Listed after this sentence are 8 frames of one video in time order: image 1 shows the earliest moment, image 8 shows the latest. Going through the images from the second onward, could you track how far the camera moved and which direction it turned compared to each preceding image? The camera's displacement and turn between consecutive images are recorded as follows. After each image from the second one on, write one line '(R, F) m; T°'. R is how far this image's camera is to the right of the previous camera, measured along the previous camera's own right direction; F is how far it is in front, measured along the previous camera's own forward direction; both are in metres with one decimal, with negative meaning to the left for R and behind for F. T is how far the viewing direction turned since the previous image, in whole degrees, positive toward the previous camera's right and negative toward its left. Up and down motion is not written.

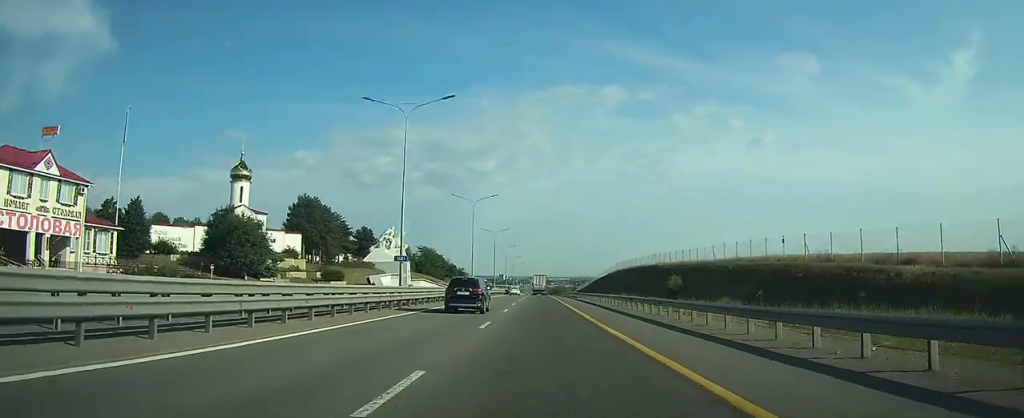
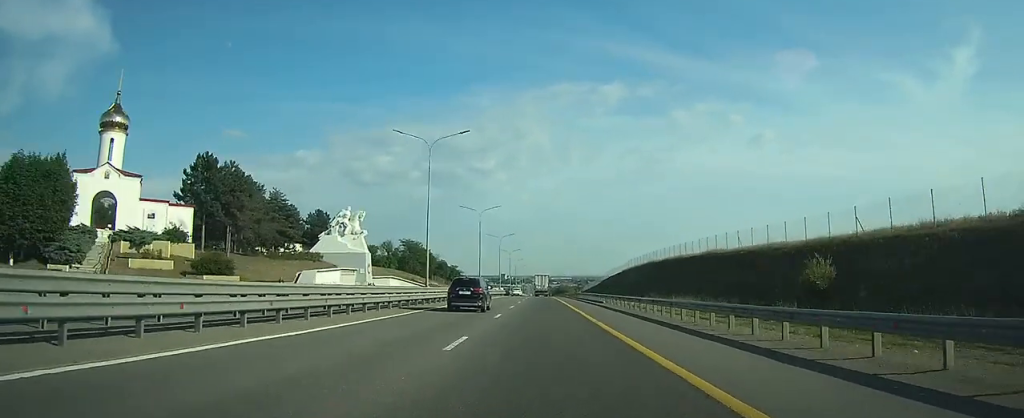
(+0.1, +30.4) m; 0°
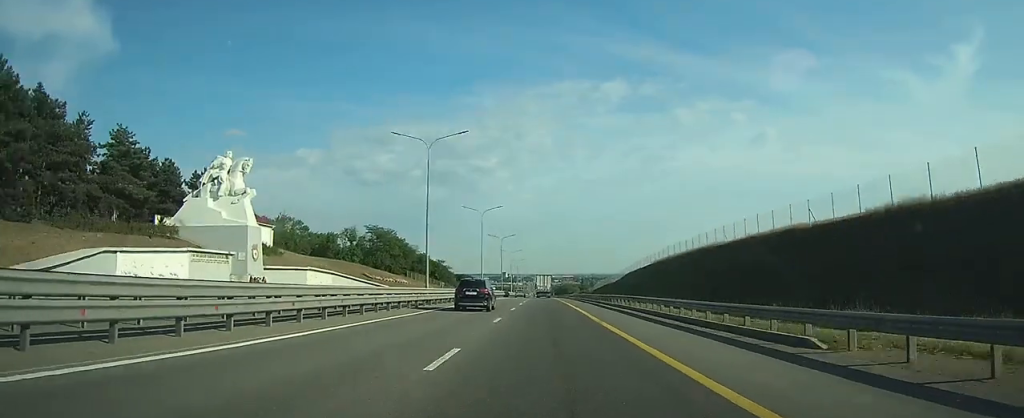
(+0.1, +38.9) m; 0°
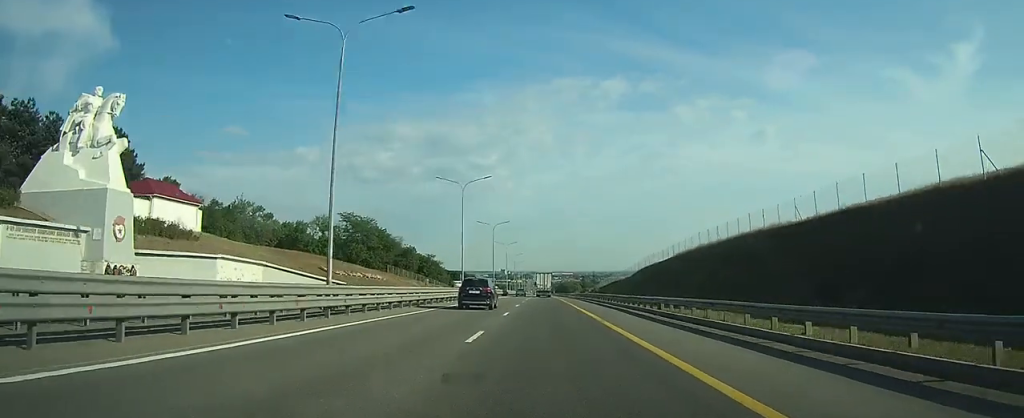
(0.0, +20.0) m; 0°
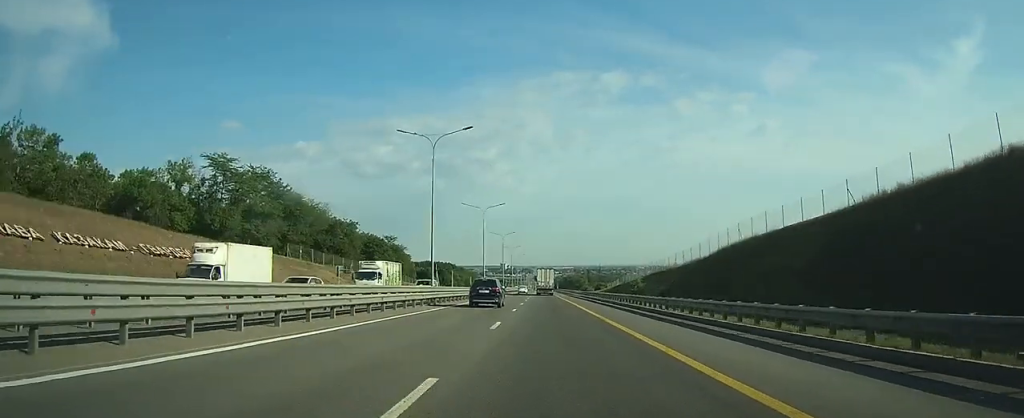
(-0.1, +56.6) m; 0°
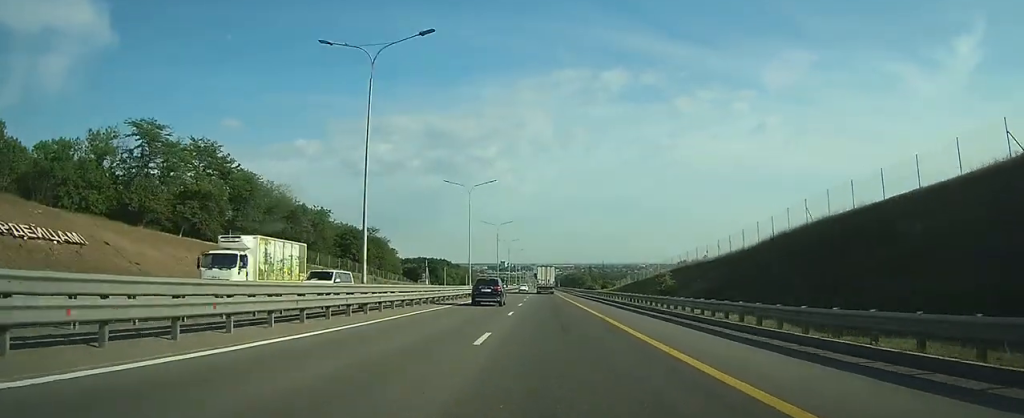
(0.0, +16.6) m; 0°
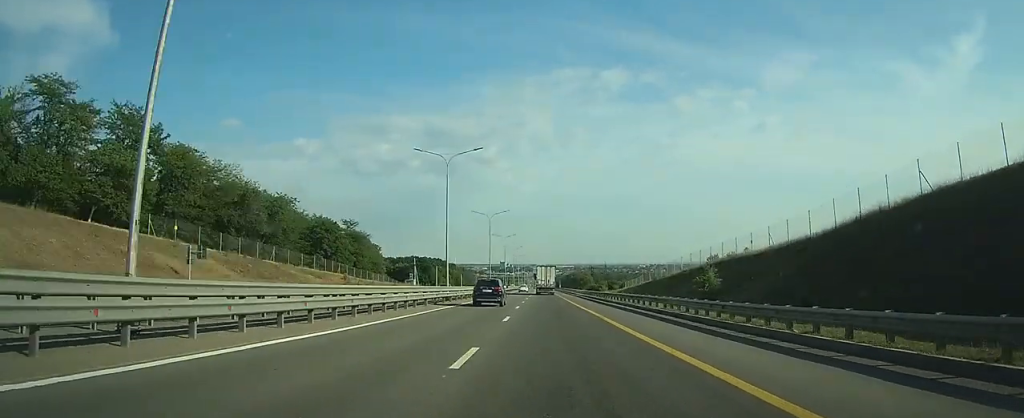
(0.0, +15.6) m; 0°
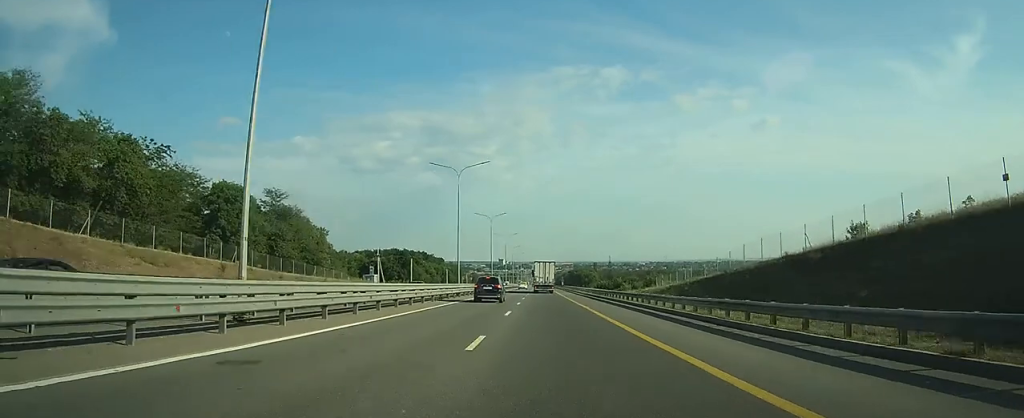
(0.0, +34.0) m; 0°
